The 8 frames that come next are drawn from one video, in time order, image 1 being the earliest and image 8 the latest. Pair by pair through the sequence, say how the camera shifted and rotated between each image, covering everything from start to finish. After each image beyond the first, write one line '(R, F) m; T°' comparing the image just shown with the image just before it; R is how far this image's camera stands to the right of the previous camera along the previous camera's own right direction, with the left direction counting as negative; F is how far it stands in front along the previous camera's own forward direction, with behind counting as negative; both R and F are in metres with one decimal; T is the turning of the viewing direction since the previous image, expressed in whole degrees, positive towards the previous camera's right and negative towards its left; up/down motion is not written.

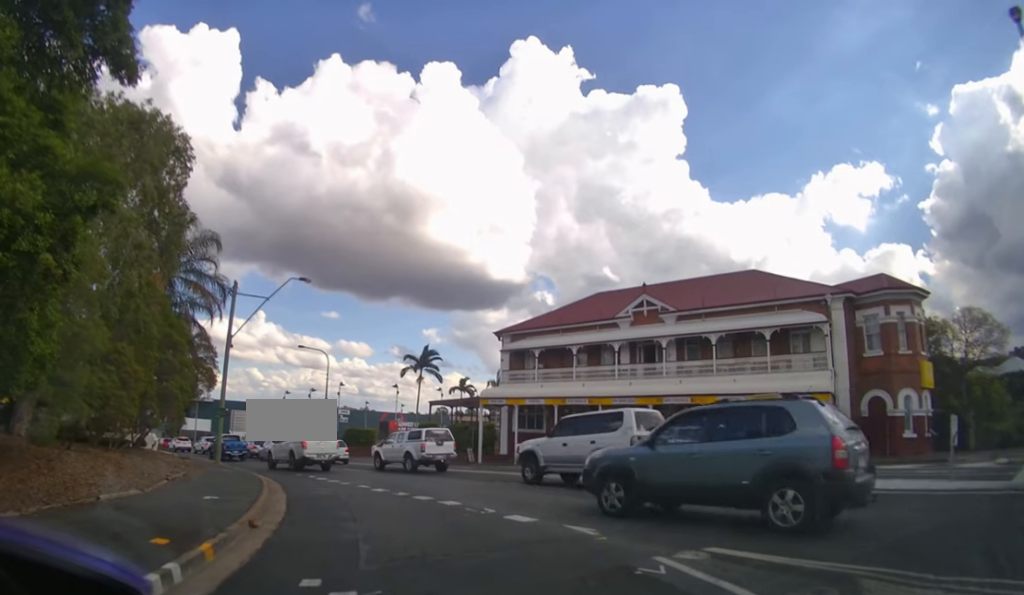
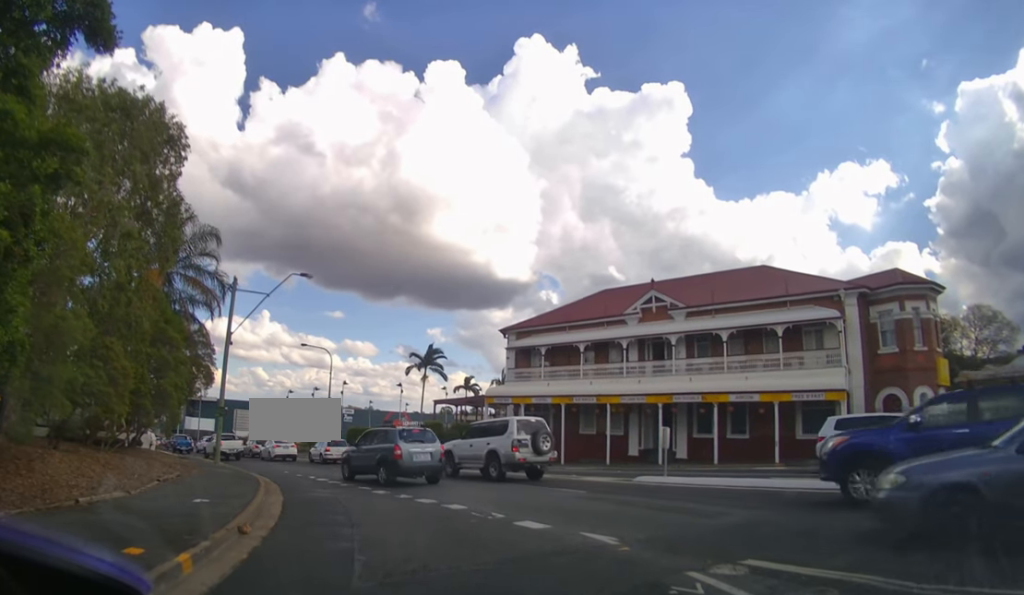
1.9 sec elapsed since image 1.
(0.0, -0.2) m; 0°
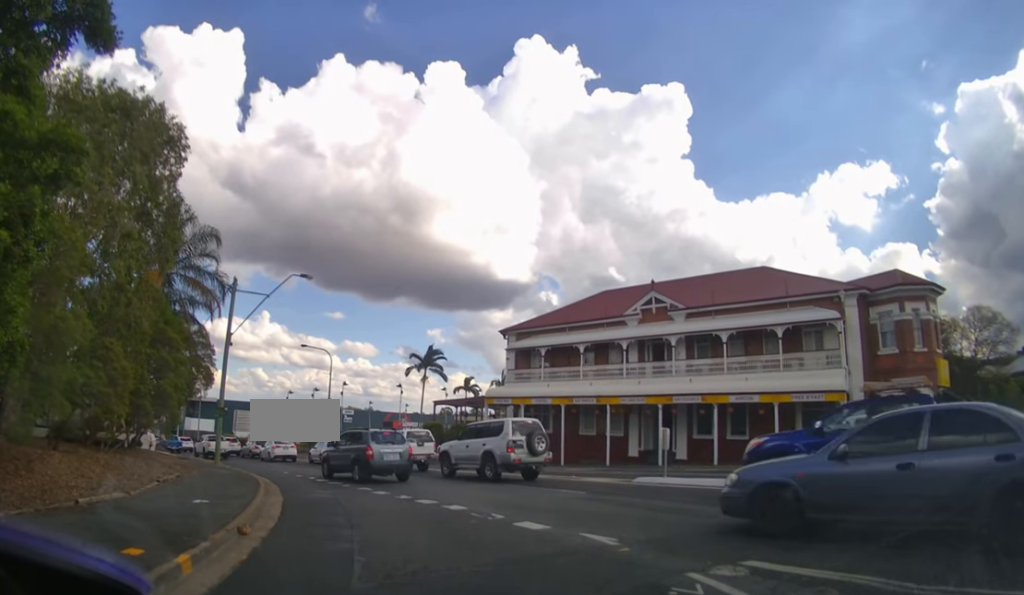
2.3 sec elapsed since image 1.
(0.0, 0.0) m; 0°
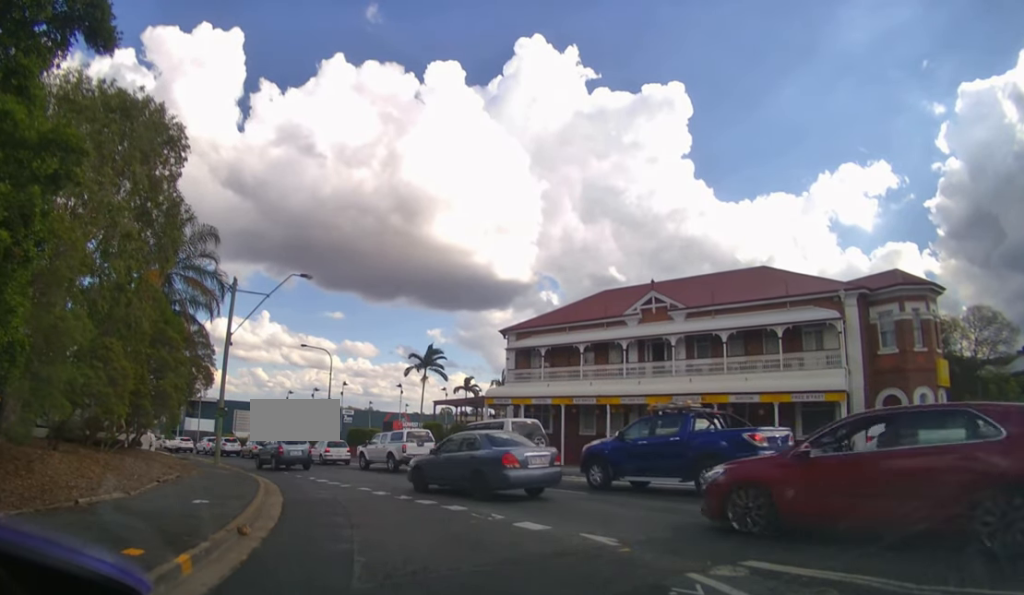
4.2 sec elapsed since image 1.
(0.0, 0.0) m; 0°
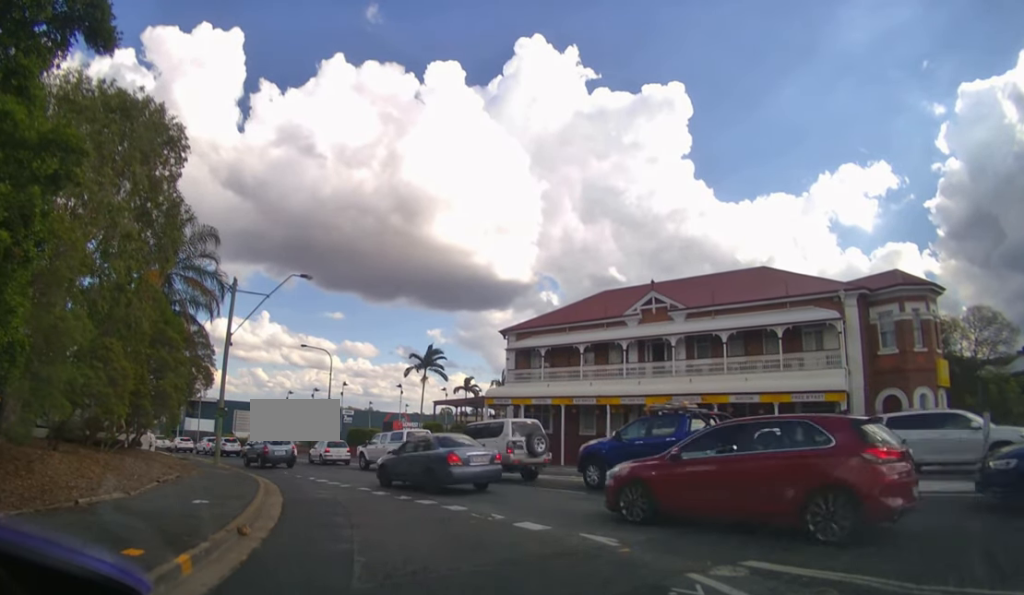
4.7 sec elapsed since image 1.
(0.0, 0.0) m; 0°
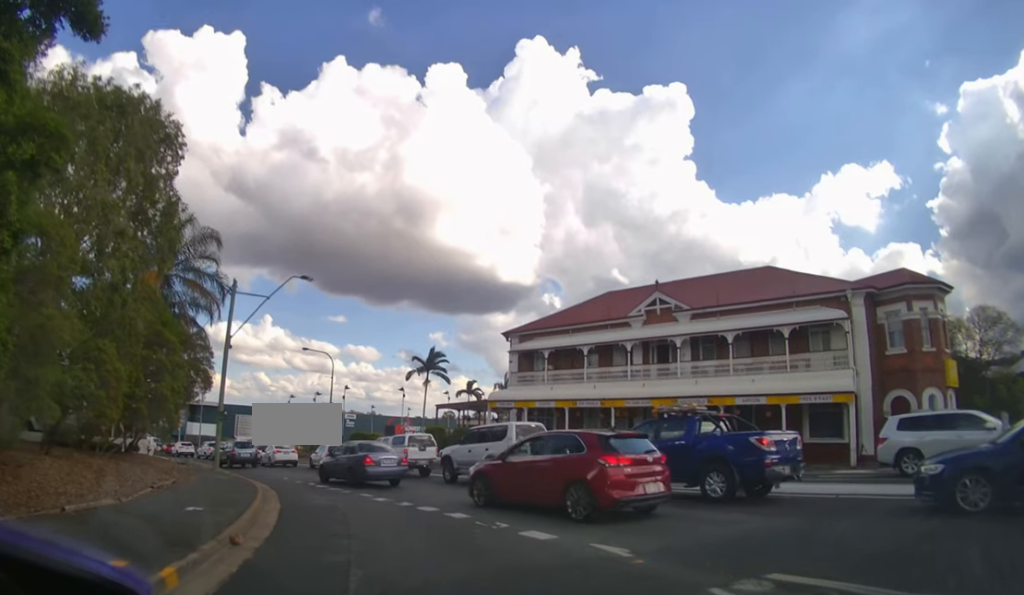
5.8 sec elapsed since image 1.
(0.0, +0.1) m; 0°
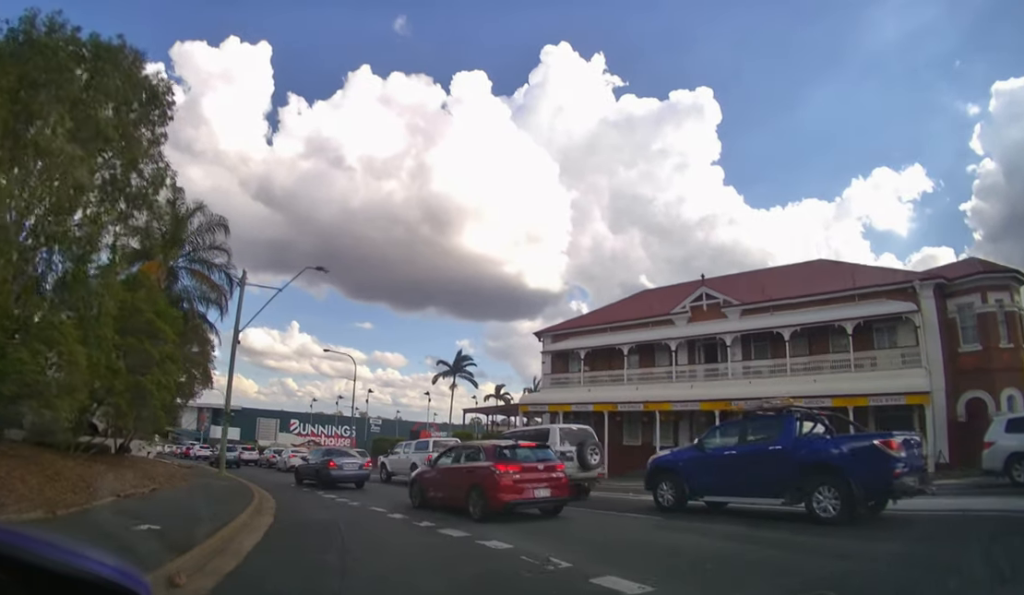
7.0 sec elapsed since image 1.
(-0.2, +1.2) m; -5°
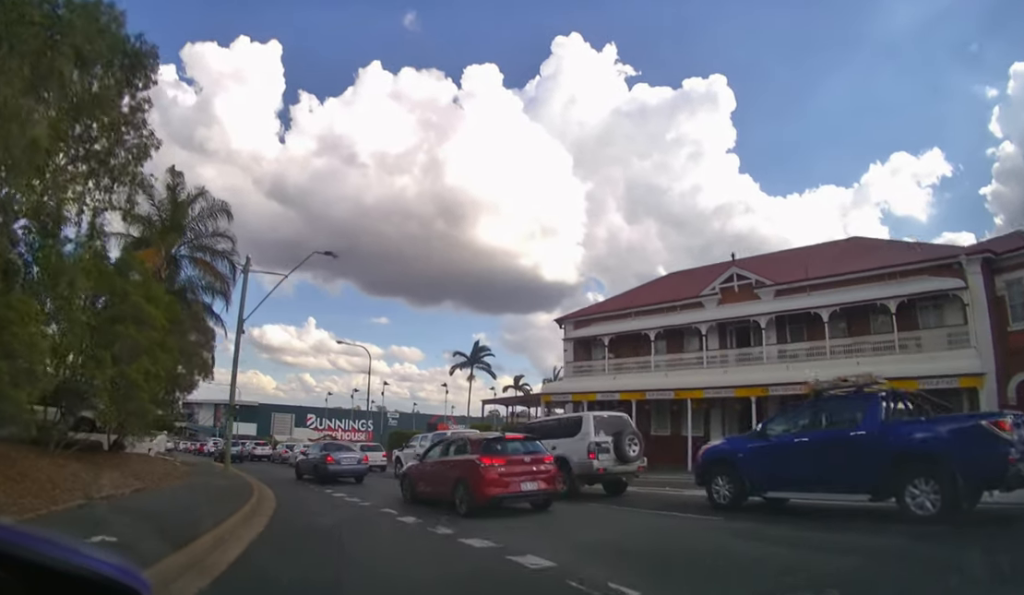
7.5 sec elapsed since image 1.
(-0.1, +0.8) m; -6°
